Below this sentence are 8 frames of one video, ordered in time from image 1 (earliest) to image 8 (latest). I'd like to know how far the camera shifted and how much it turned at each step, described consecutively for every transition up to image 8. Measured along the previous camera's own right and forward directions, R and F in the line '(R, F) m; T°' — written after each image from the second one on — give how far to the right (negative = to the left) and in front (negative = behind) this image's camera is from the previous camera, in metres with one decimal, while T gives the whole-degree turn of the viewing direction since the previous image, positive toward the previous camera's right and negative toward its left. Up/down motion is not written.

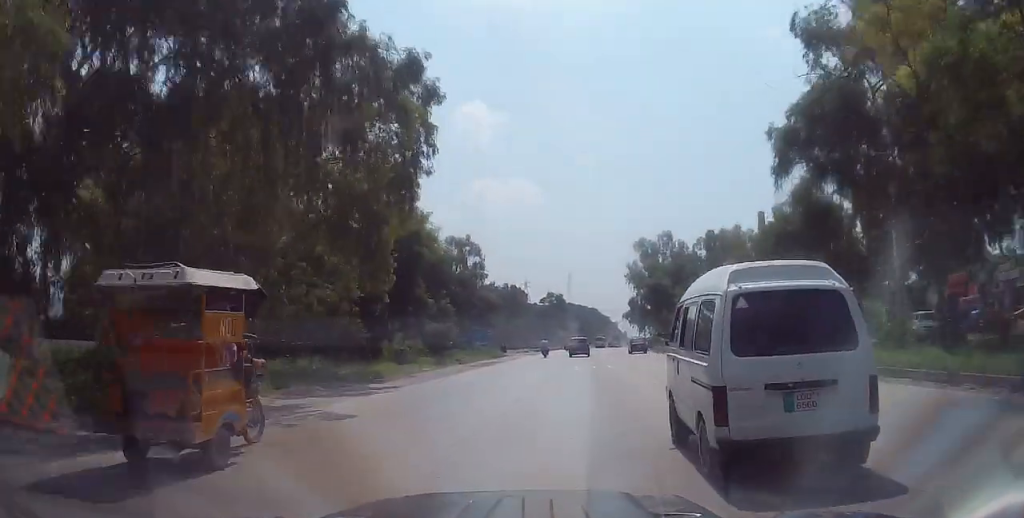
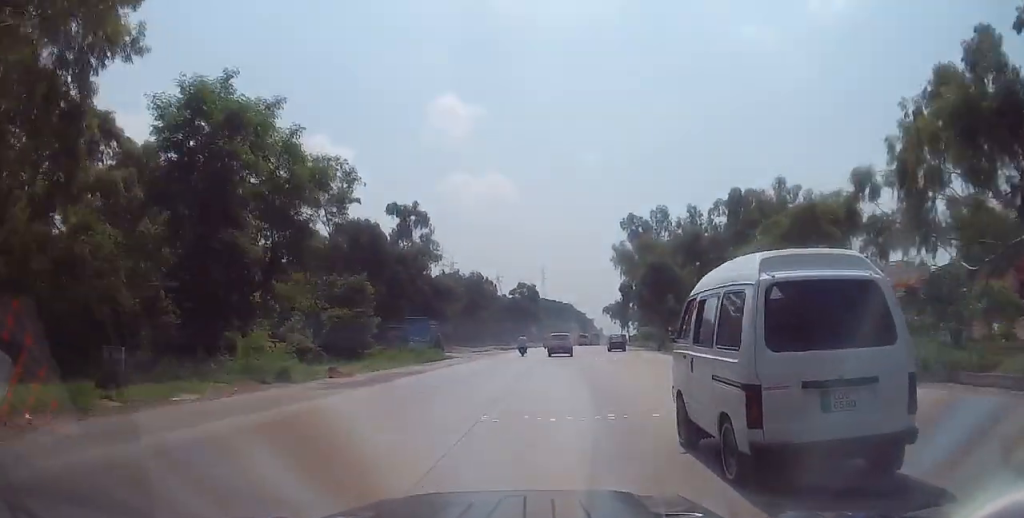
(+0.2, +19.4) m; 0°
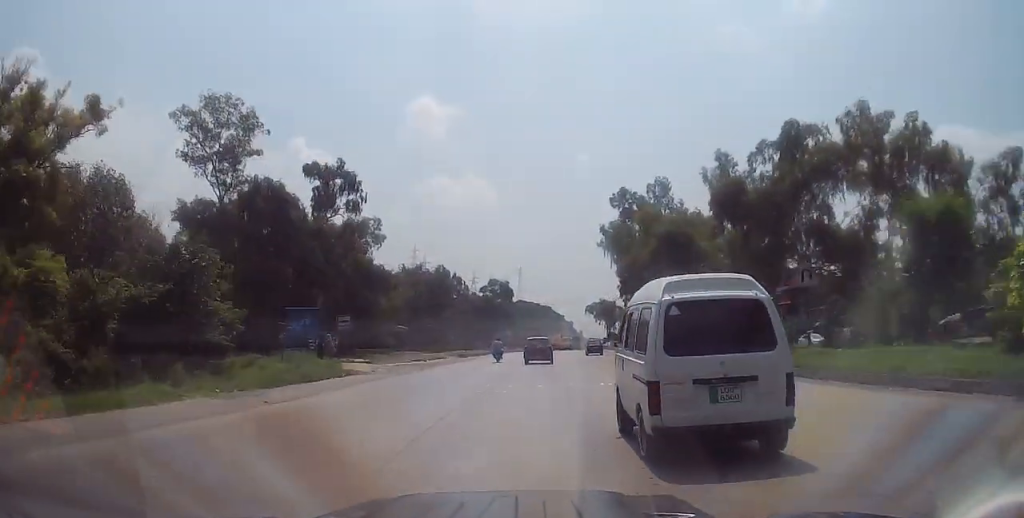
(-0.1, +18.2) m; +3°
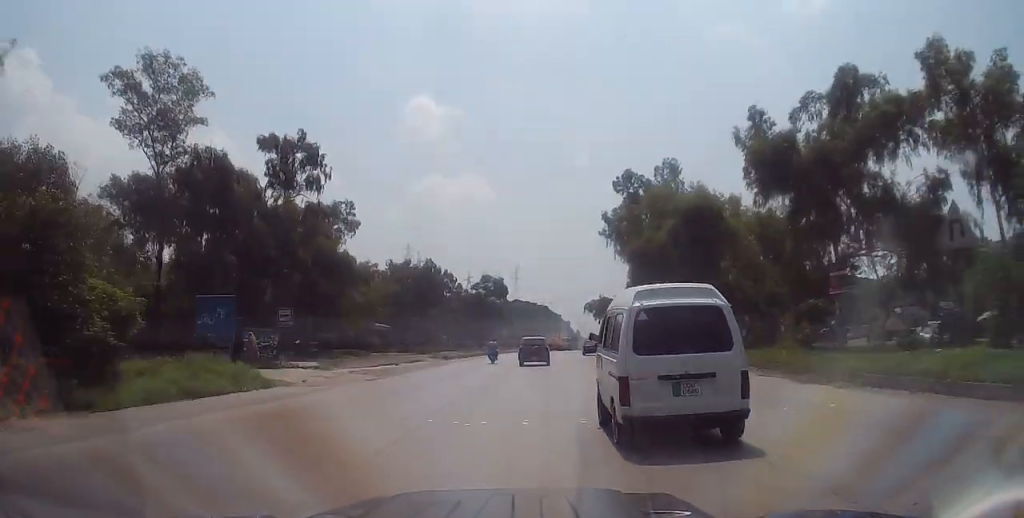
(+0.4, +7.7) m; 0°
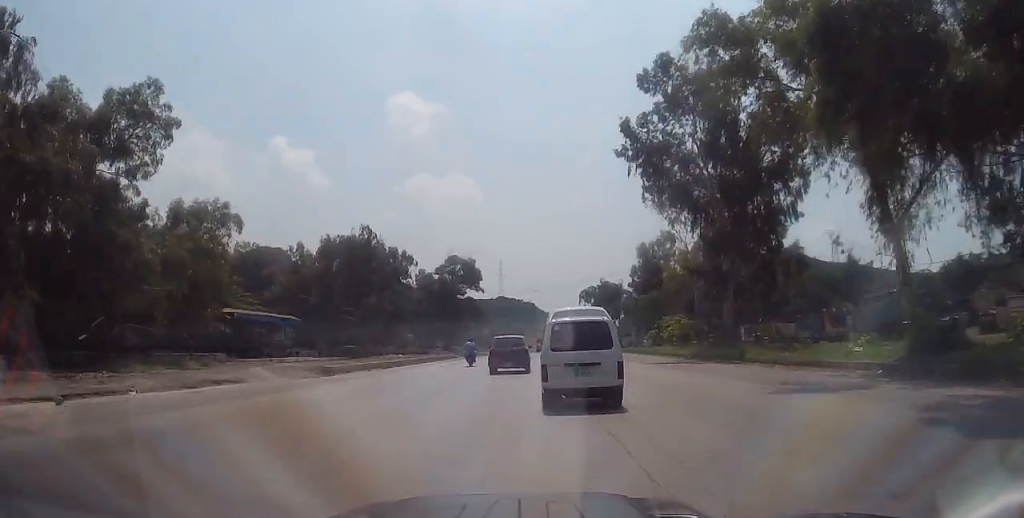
(0.0, +28.0) m; +1°
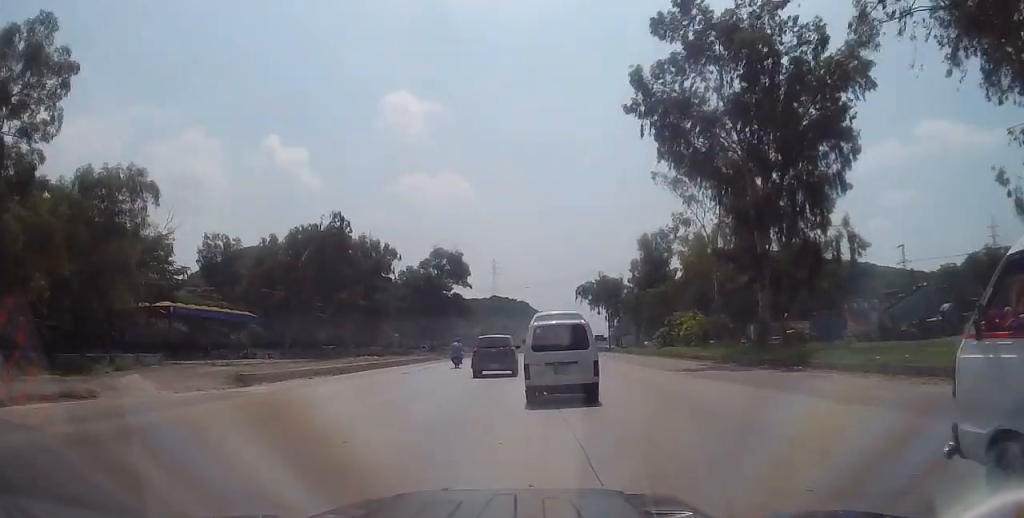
(-0.1, +7.7) m; +1°
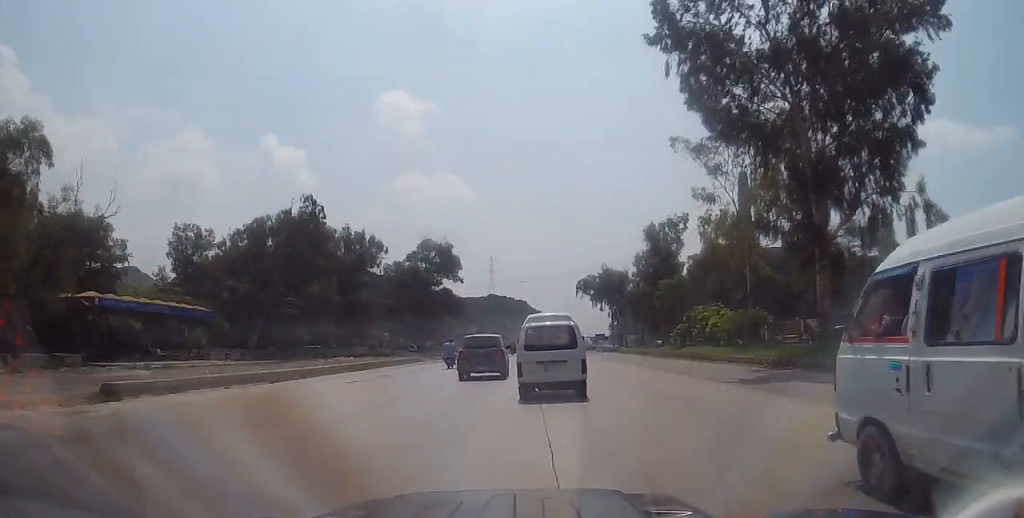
(-0.1, +7.2) m; 0°
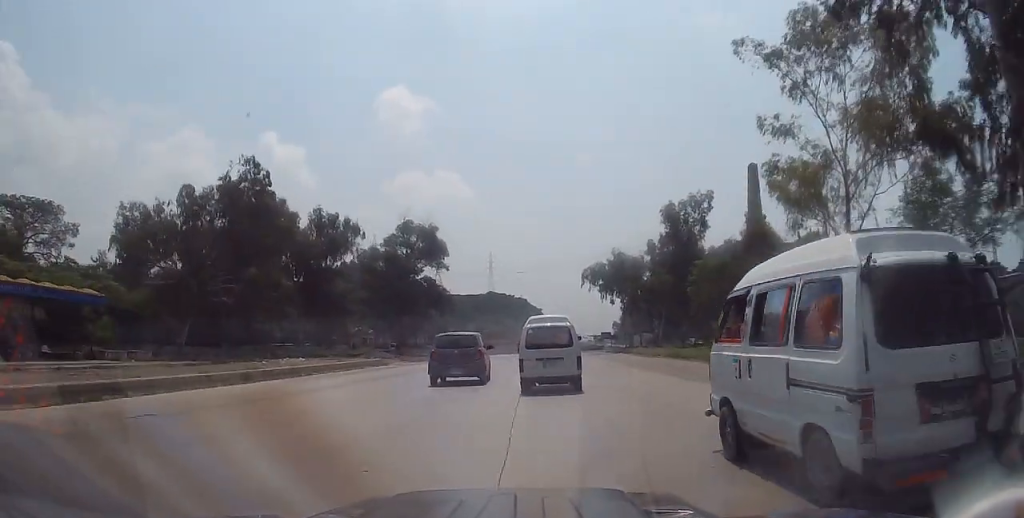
(+0.3, +12.0) m; +1°
